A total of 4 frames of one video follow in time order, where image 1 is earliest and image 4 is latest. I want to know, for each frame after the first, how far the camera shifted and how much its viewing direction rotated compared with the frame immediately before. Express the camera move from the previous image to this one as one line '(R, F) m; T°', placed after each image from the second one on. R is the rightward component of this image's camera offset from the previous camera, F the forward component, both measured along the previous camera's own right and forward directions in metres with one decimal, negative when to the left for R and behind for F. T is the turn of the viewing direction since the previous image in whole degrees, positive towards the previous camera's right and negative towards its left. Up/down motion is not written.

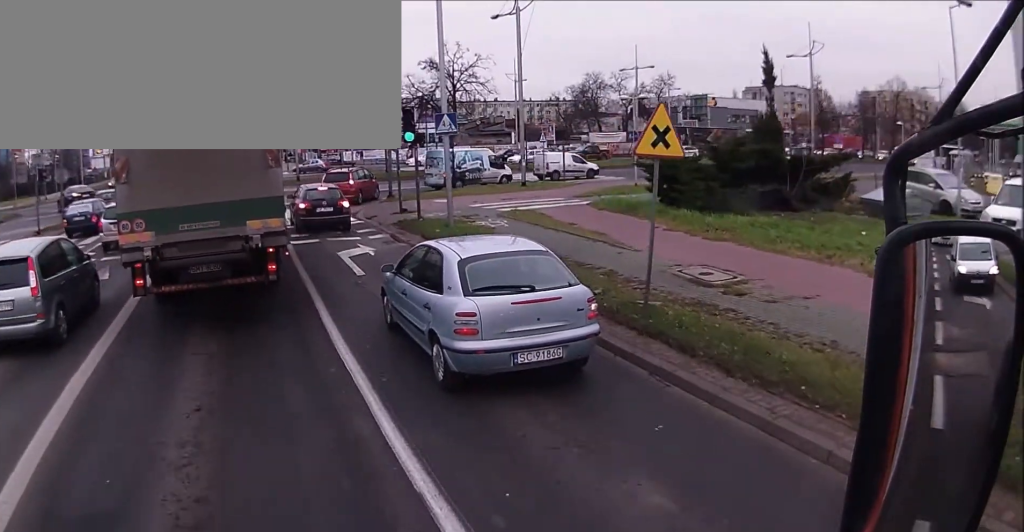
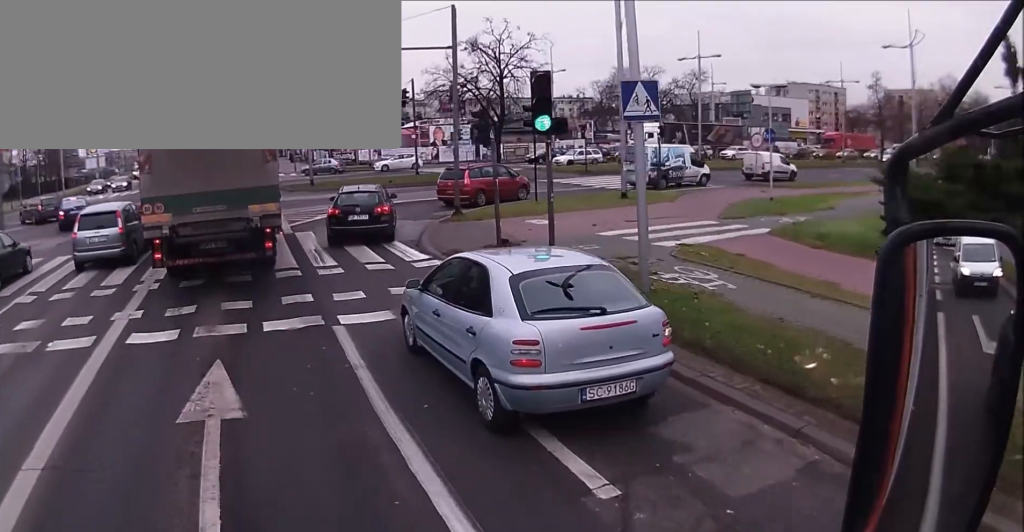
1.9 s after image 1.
(+0.3, +8.9) m; +2°
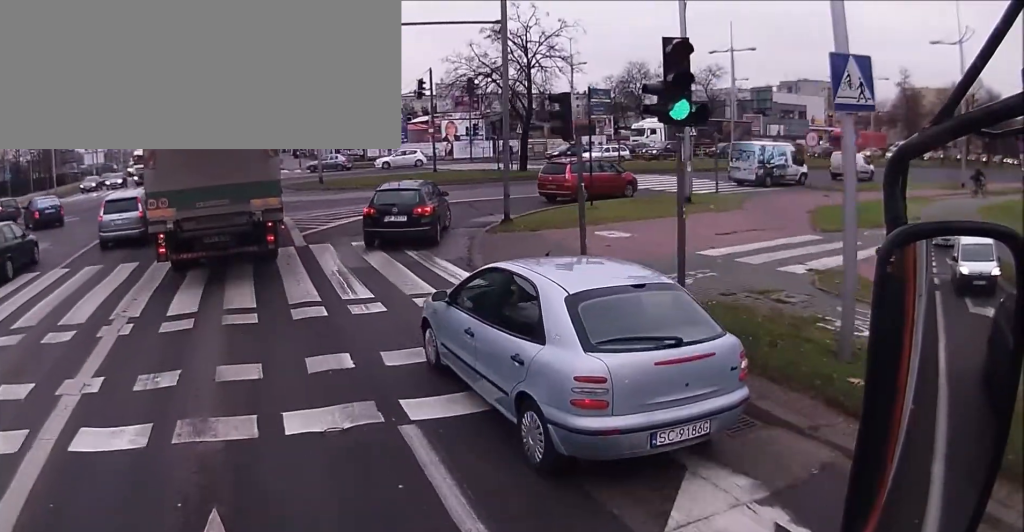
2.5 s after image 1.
(0.0, +3.8) m; 0°
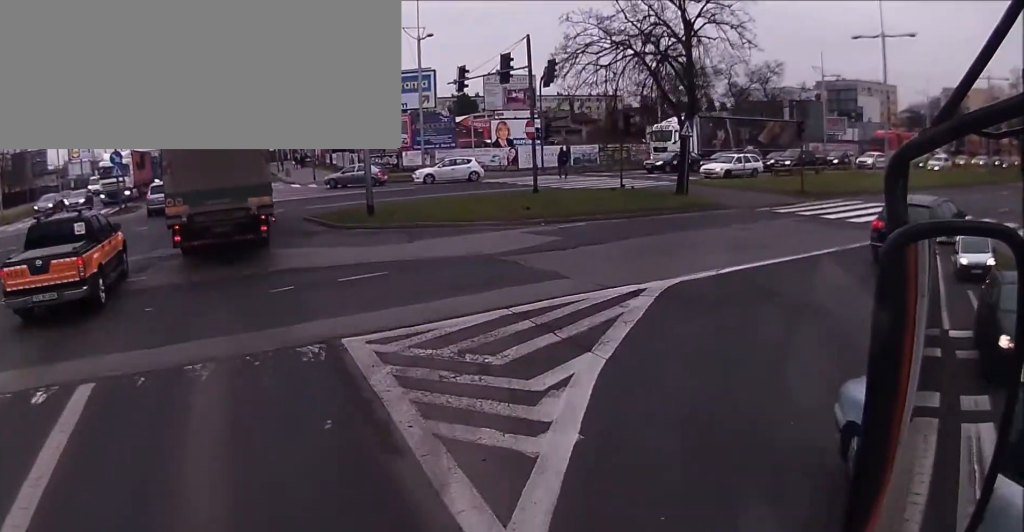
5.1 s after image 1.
(+0.3, +16.2) m; +3°
